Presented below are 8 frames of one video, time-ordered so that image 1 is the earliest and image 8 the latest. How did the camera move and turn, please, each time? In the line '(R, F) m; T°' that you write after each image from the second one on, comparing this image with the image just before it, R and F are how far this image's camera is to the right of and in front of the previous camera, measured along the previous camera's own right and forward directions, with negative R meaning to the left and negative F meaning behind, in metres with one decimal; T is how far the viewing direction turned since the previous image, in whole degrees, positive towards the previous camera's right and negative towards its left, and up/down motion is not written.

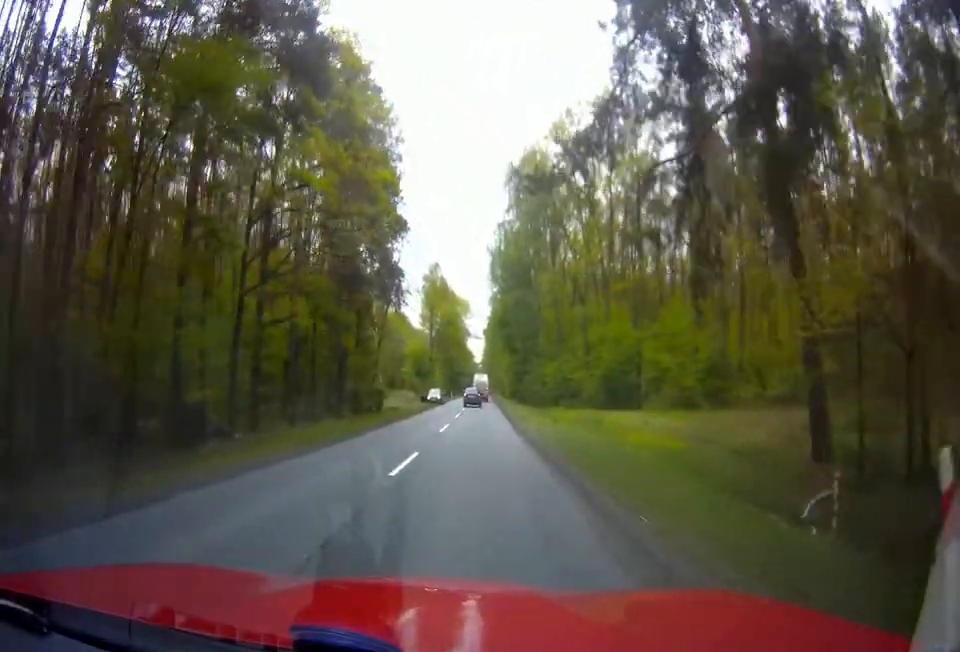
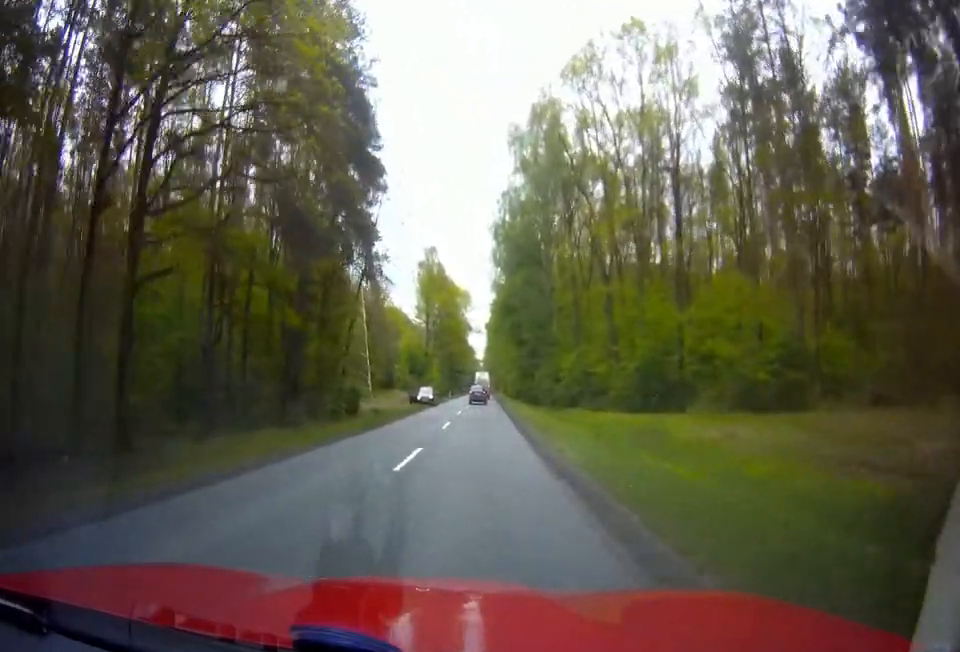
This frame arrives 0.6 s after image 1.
(0.0, +11.2) m; 0°
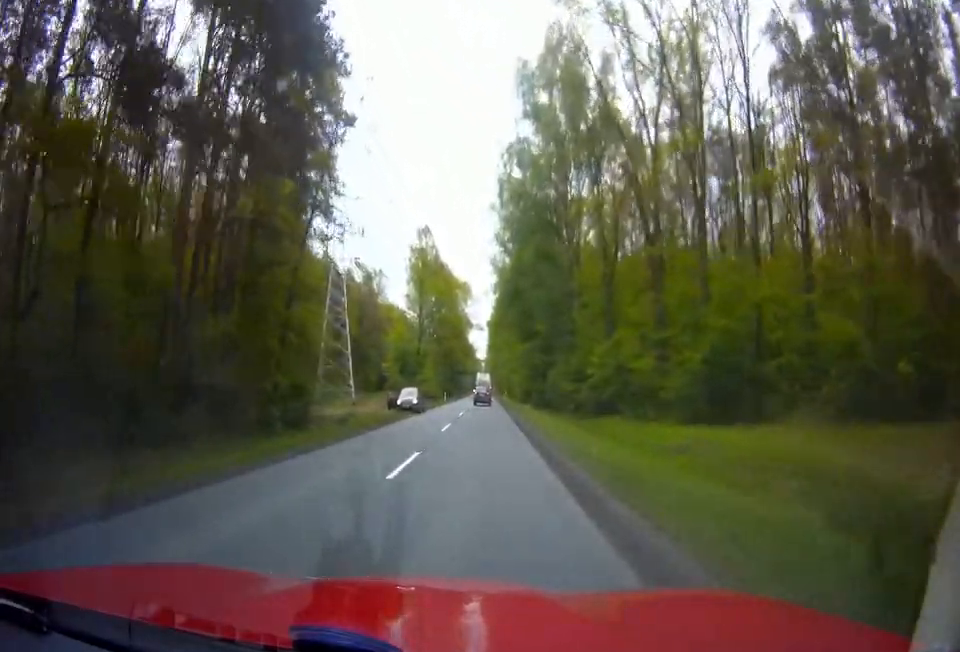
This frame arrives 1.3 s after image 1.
(-0.1, +12.8) m; 0°
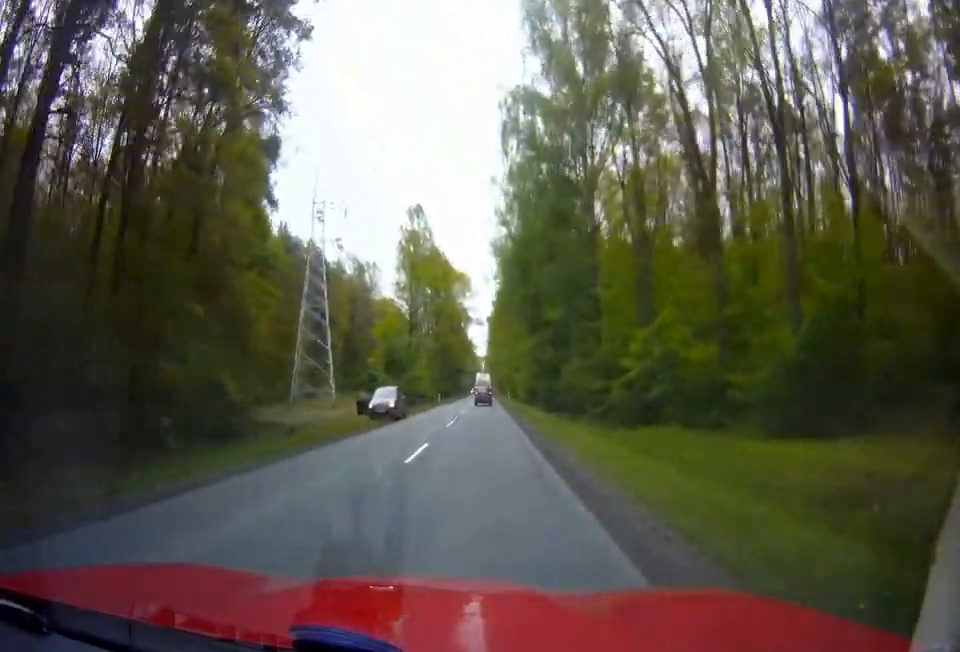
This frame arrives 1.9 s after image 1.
(0.0, +9.8) m; 0°
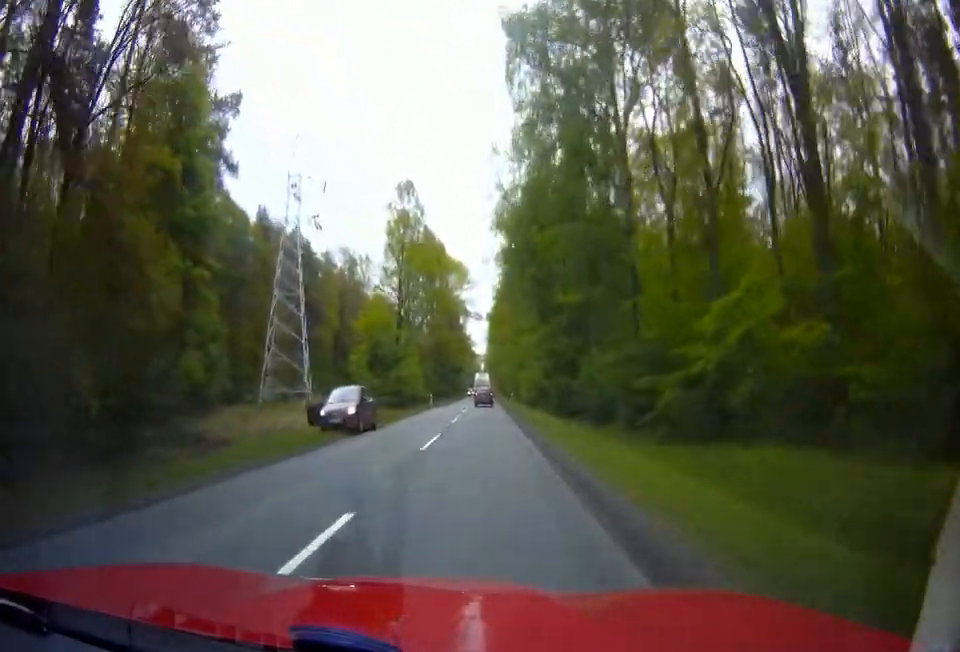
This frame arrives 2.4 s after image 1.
(0.0, +9.5) m; 0°
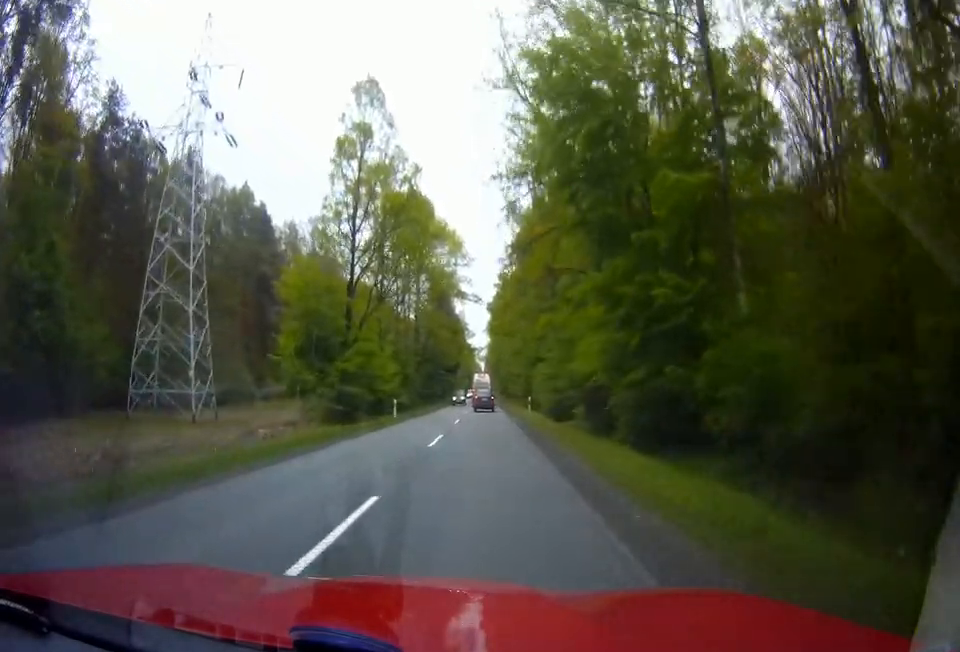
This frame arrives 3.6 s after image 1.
(-0.1, +22.7) m; -1°
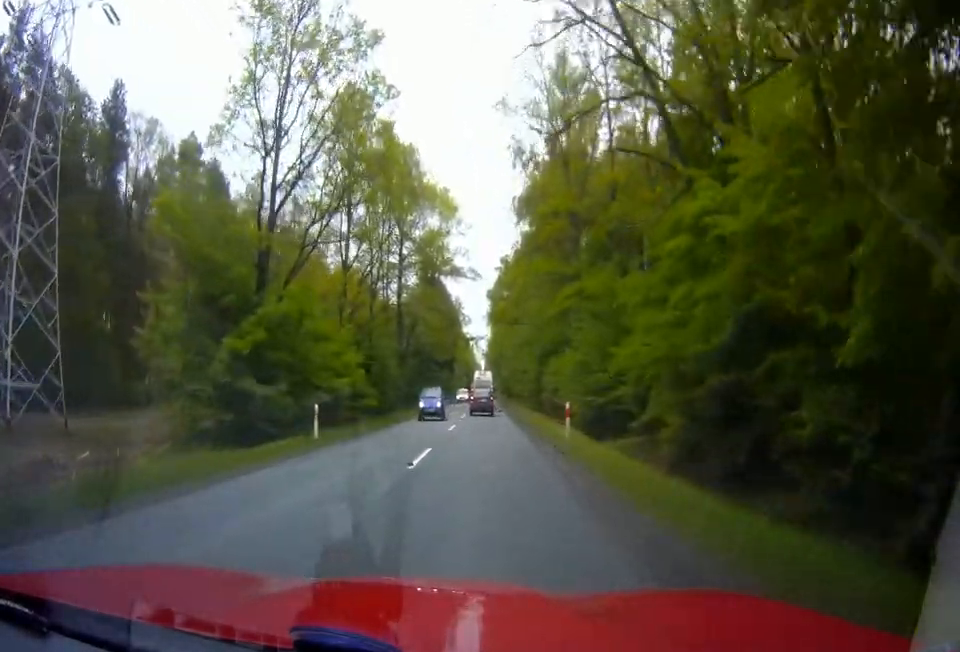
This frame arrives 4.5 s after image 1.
(-0.2, +15.3) m; -1°
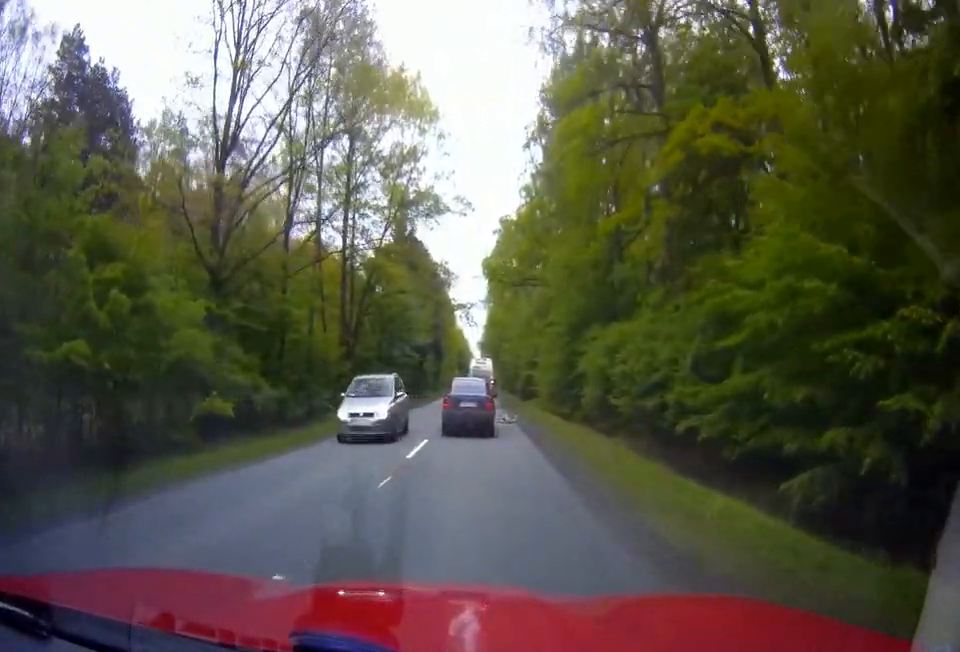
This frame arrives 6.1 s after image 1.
(+0.3, +19.3) m; +4°
